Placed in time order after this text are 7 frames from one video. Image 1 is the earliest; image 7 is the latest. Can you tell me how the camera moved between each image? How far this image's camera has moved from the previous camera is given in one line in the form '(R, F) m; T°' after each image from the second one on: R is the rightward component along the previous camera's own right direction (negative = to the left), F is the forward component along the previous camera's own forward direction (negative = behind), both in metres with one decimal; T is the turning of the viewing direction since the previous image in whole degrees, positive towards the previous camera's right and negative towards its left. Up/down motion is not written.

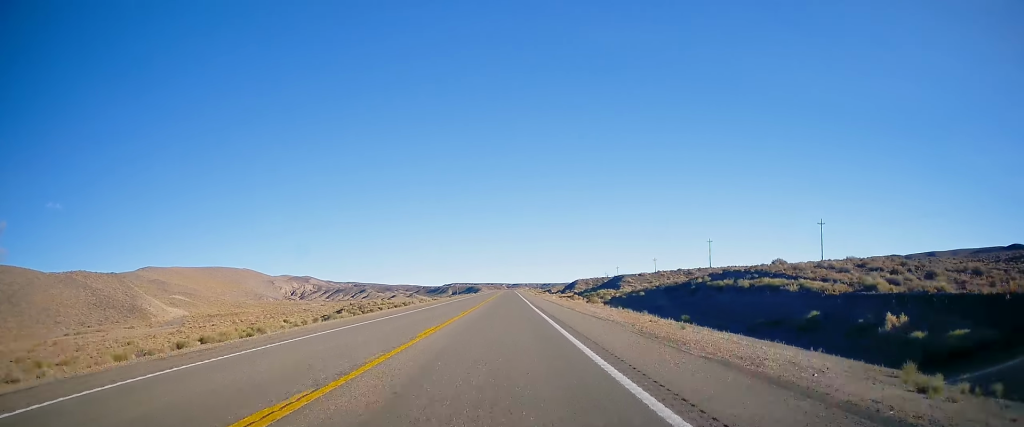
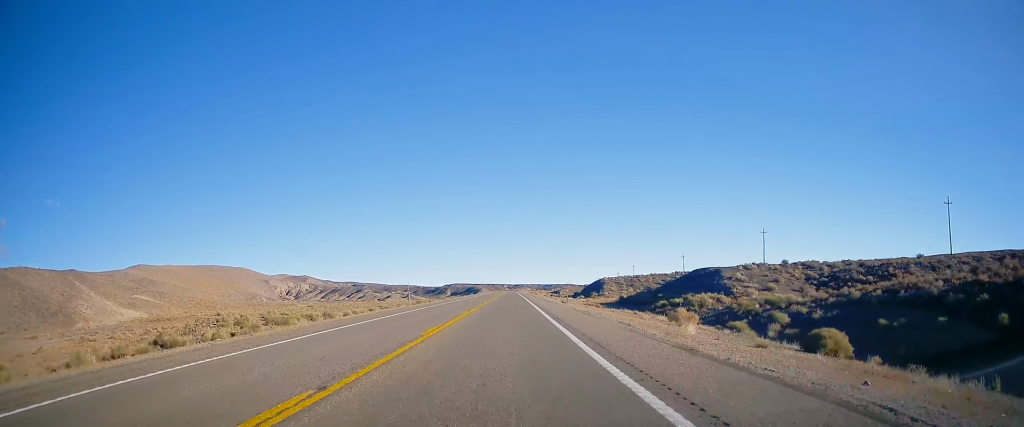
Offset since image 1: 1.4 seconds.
(+0.5, +48.7) m; +1°
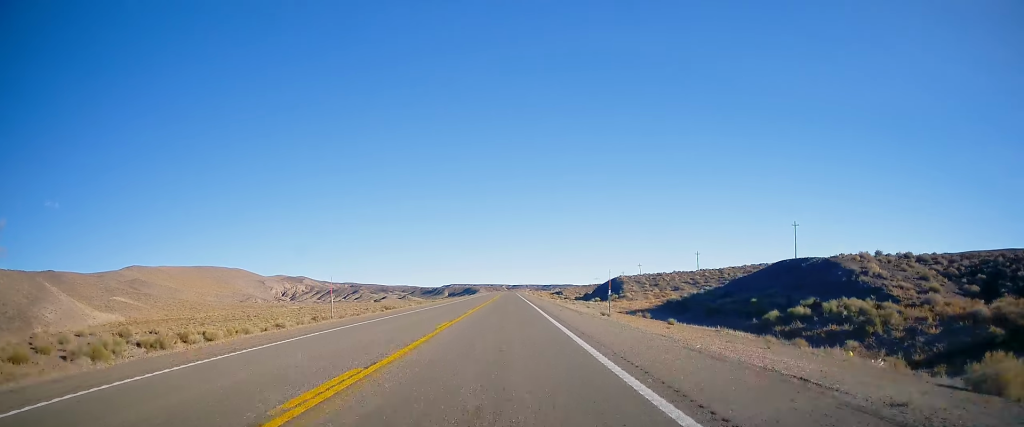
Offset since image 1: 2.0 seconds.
(+0.2, +22.1) m; 0°
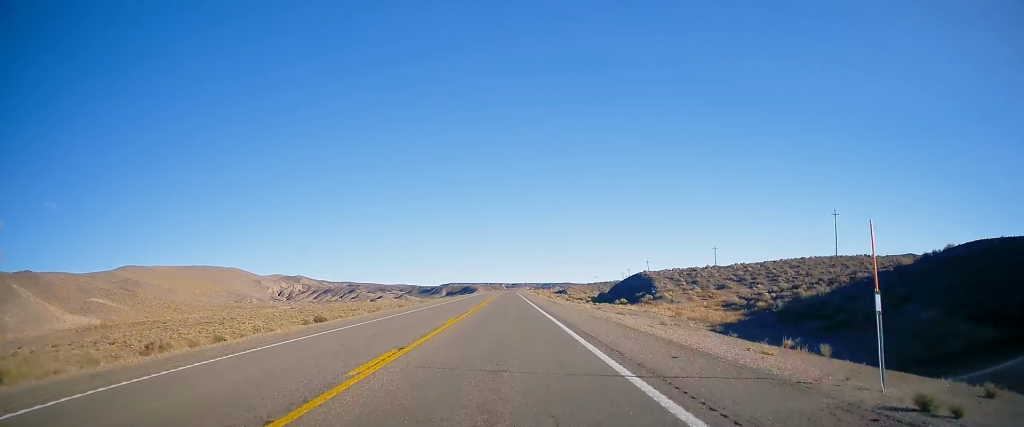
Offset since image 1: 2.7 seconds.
(-0.2, +21.7) m; 0°
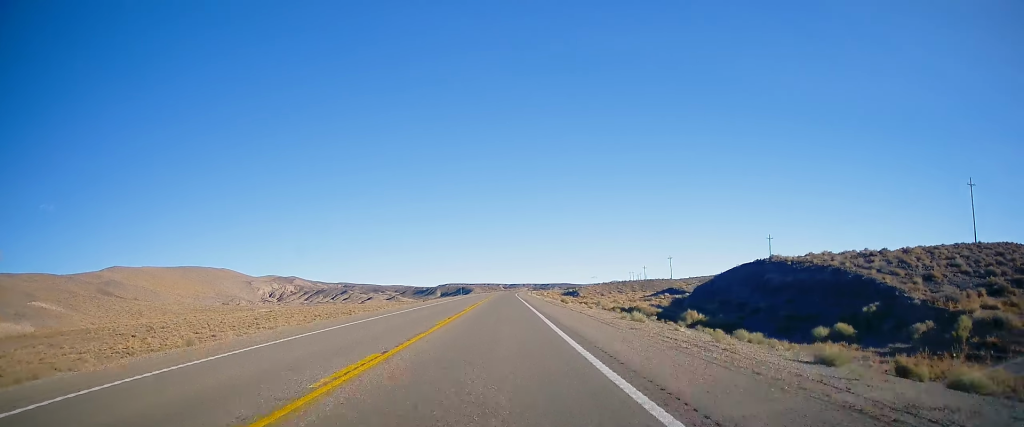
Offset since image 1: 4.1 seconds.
(0.0, +49.2) m; +1°
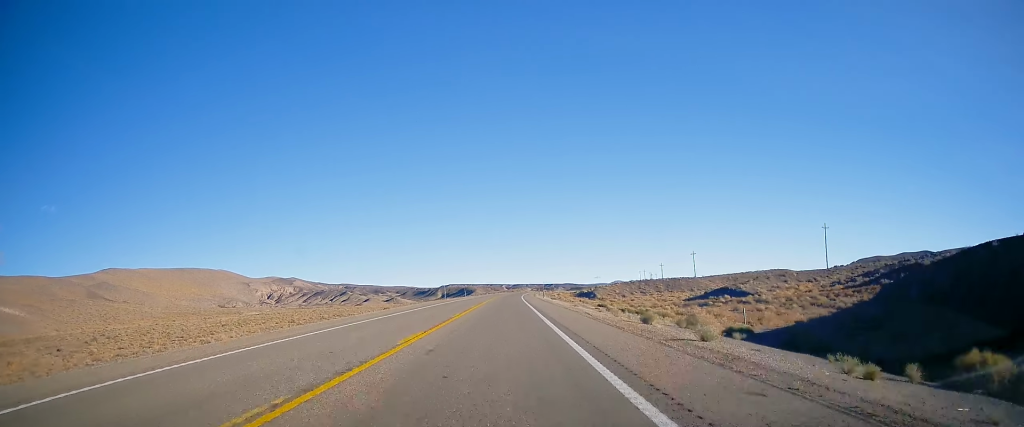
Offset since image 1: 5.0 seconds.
(+0.5, +31.0) m; 0°
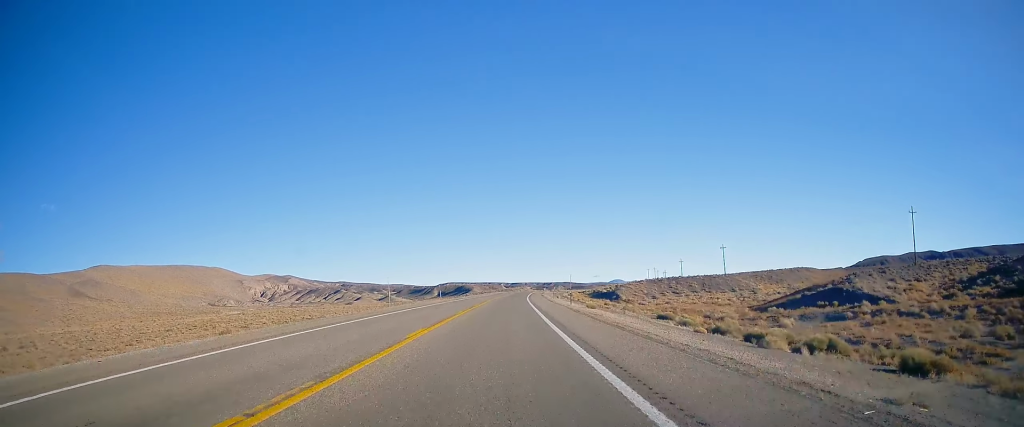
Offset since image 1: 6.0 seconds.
(-0.7, +35.5) m; -1°
